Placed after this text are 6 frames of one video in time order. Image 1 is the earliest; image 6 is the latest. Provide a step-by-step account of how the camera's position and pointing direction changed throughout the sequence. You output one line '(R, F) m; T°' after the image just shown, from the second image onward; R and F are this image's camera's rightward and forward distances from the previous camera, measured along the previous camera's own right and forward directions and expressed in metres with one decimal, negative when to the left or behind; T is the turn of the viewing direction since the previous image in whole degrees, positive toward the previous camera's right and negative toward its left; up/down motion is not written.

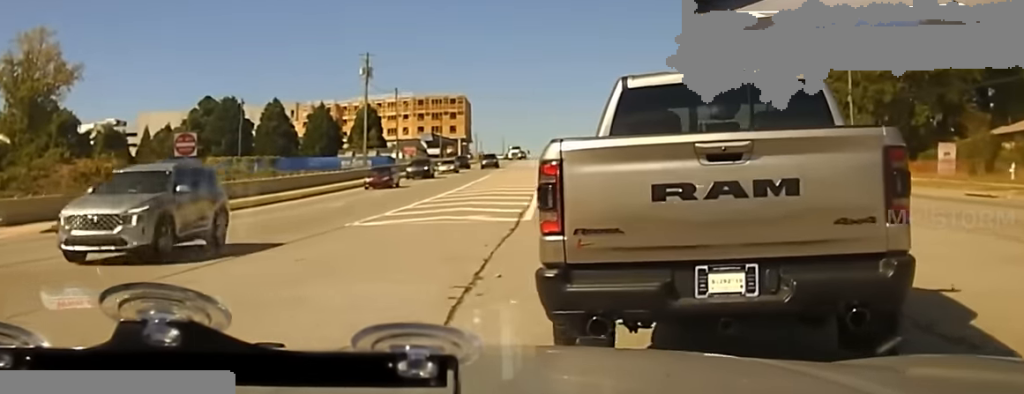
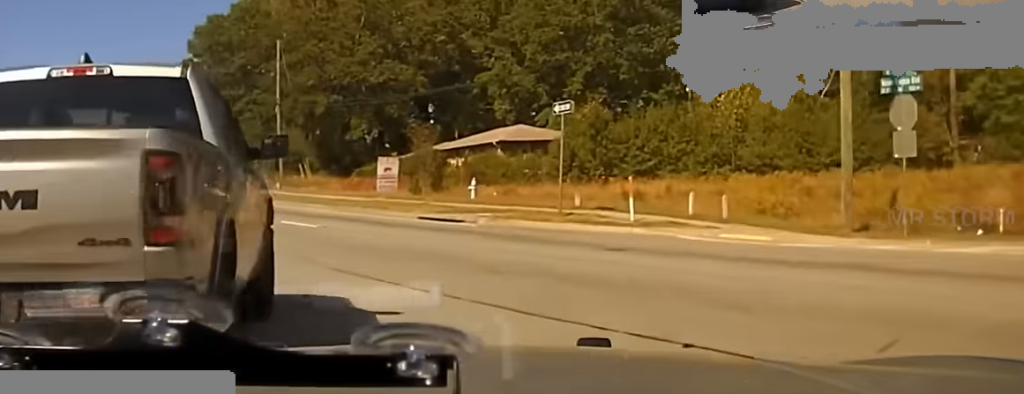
(+0.5, +8.7) m; +4°
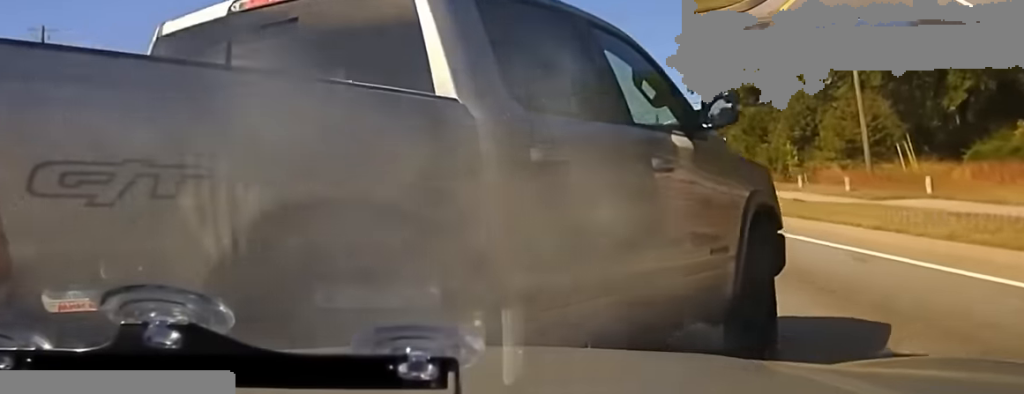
(-1.6, +27.5) m; -17°
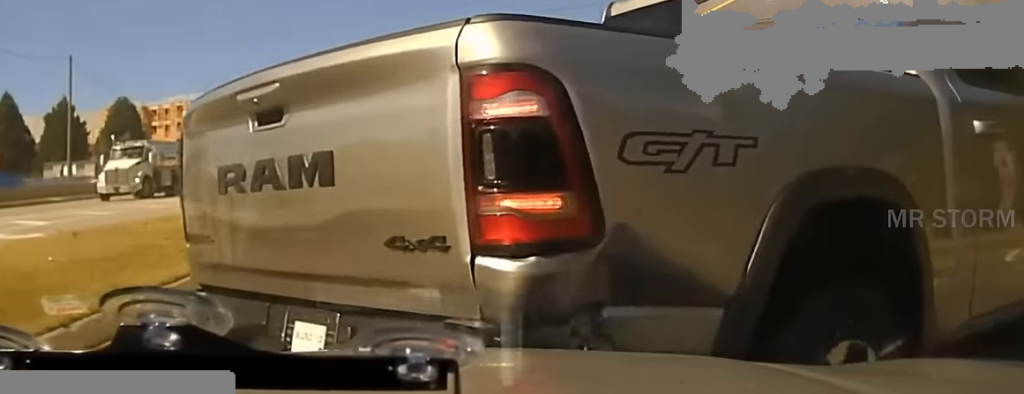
(-1.2, +9.3) m; -5°
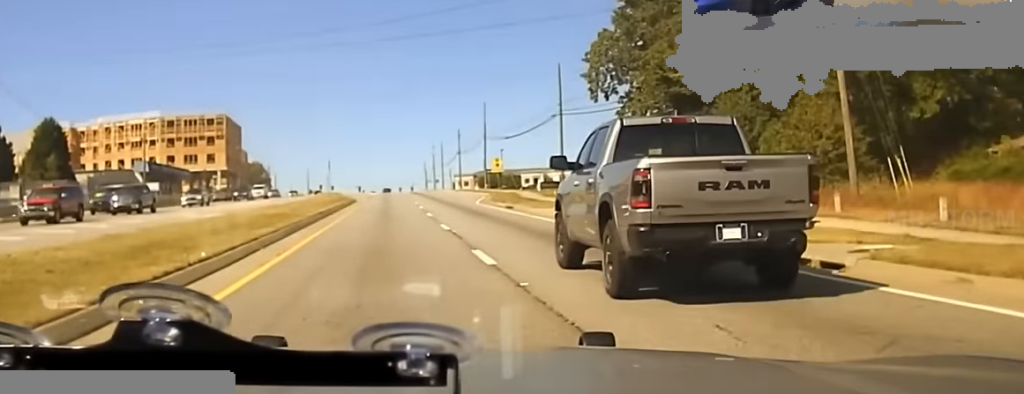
(+0.5, +11.6) m; +5°
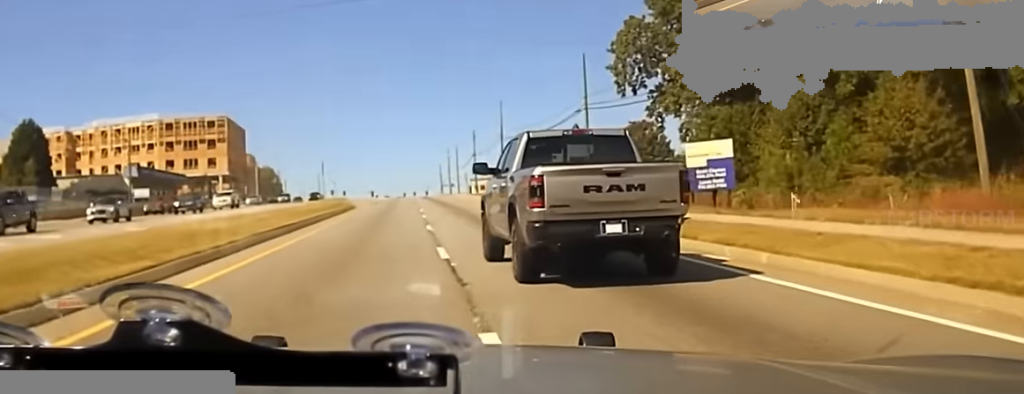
(+0.1, +5.0) m; +1°
